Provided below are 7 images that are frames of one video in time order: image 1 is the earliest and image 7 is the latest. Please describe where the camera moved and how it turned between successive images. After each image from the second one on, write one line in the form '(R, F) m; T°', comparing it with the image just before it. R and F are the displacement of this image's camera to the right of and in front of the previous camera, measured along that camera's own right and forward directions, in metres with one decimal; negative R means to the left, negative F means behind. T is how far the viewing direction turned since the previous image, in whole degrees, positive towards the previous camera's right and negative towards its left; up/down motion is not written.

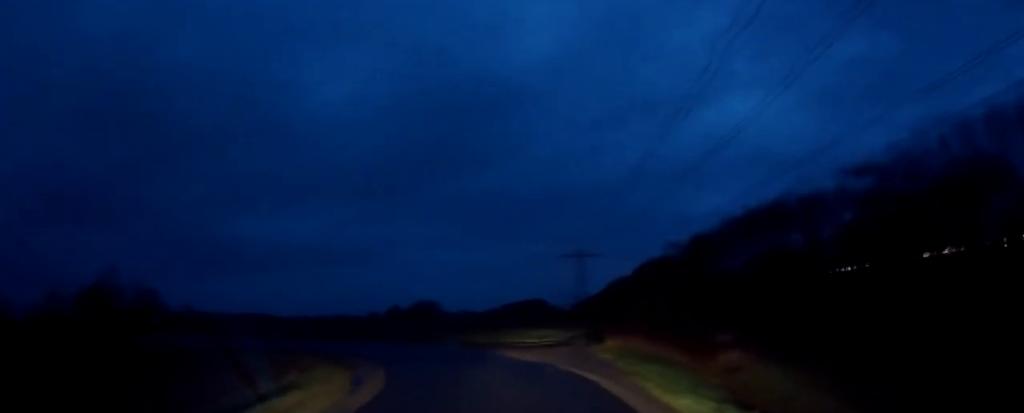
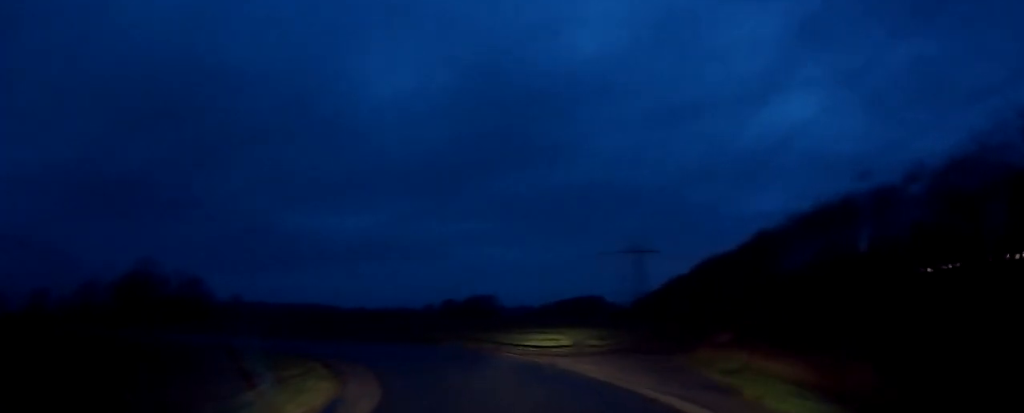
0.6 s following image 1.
(0.0, +8.0) m; -1°
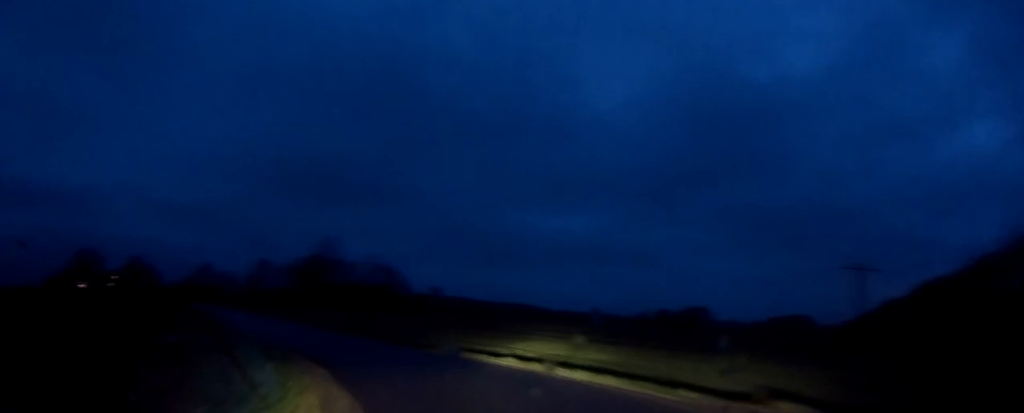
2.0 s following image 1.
(-1.0, +19.7) m; -10°
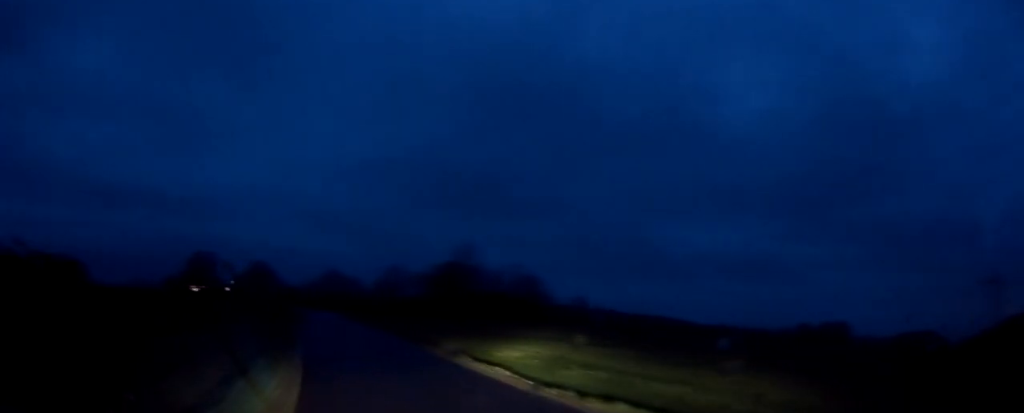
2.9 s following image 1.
(-1.0, +10.3) m; -12°
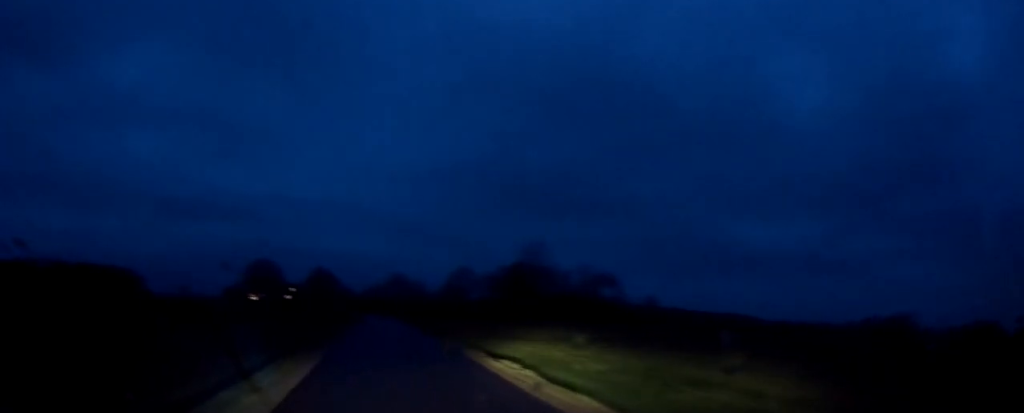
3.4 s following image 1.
(-0.2, +5.3) m; -8°
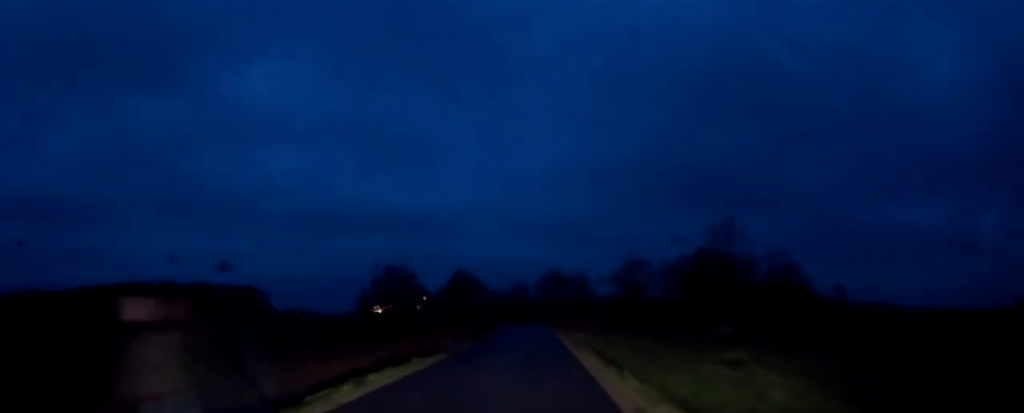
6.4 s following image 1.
(-10.8, +25.1) m; -35°
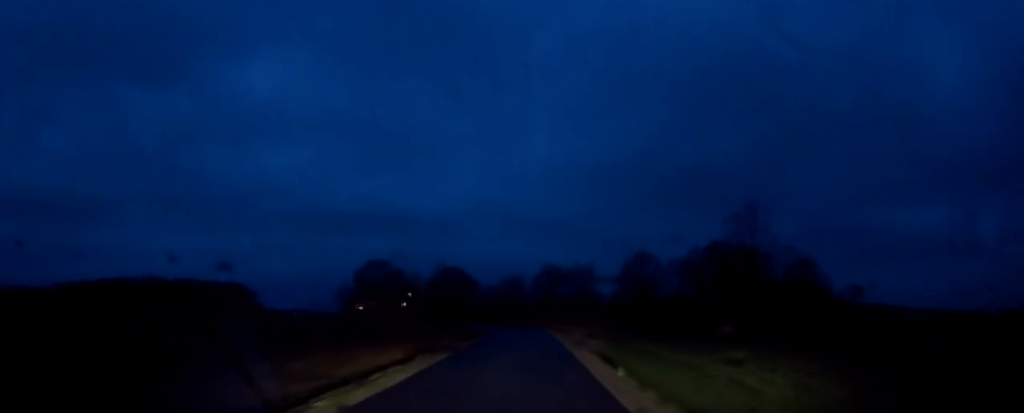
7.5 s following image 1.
(-0.4, +12.6) m; -3°
